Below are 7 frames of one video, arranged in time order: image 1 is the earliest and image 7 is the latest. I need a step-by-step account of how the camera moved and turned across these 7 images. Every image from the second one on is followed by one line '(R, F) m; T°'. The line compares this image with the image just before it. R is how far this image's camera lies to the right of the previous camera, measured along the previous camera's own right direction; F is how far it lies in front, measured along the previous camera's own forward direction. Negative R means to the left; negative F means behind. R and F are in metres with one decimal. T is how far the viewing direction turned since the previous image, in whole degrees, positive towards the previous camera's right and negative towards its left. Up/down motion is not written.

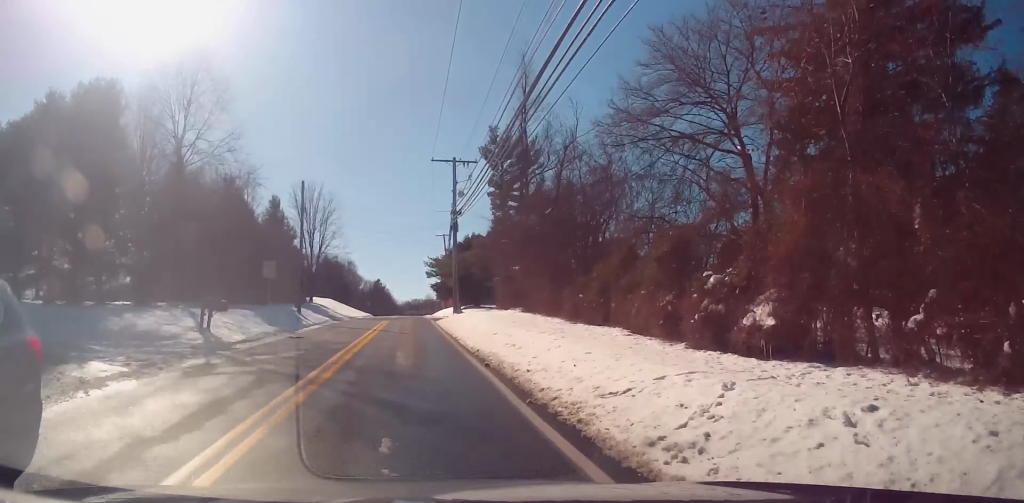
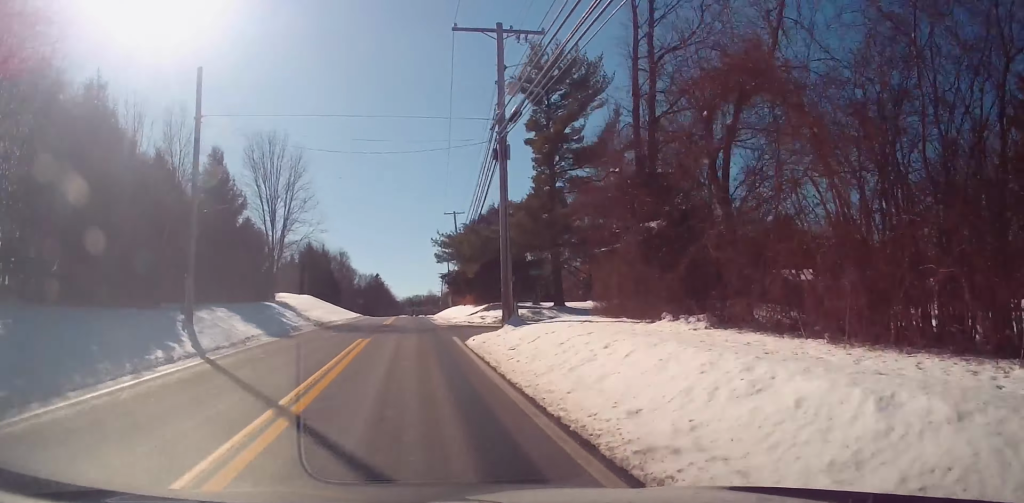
(+0.2, +23.2) m; -1°
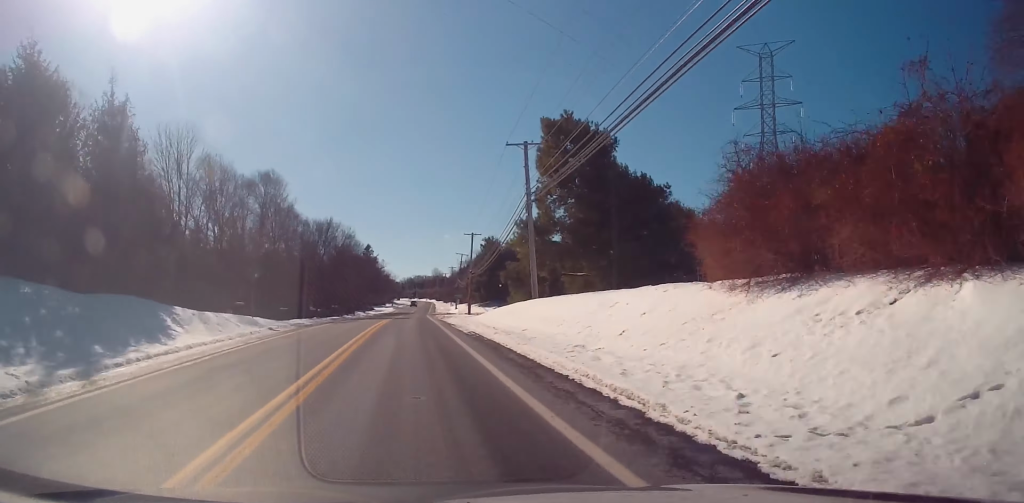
(-1.1, +83.0) m; 0°
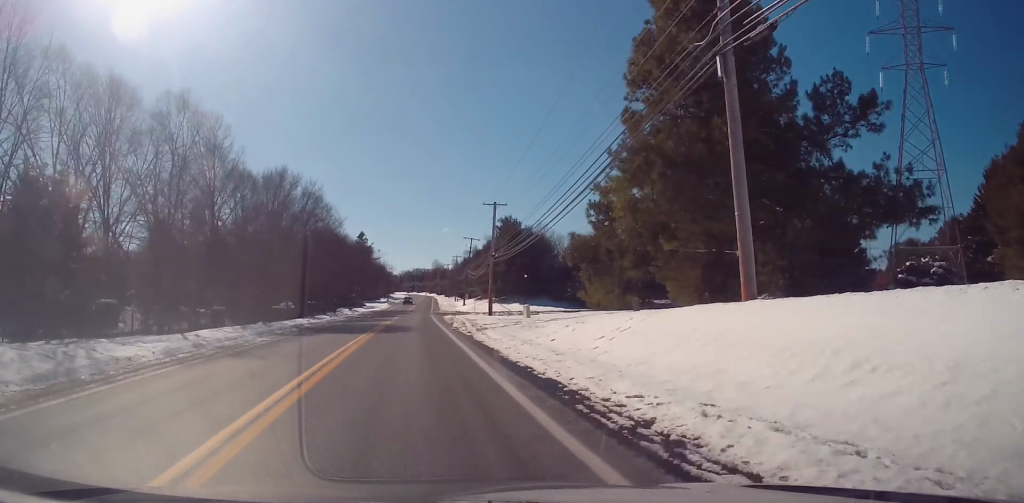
(+0.1, +24.4) m; 0°
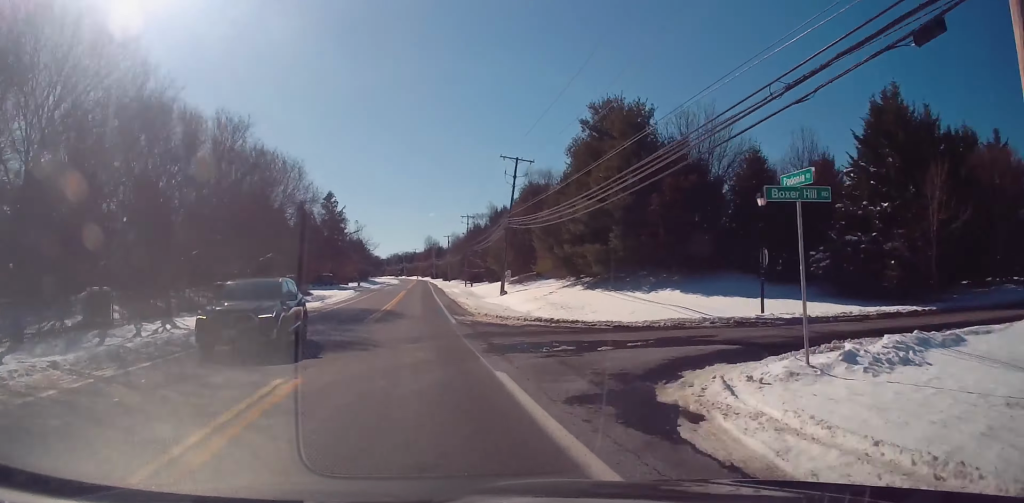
(+0.2, +56.8) m; 0°
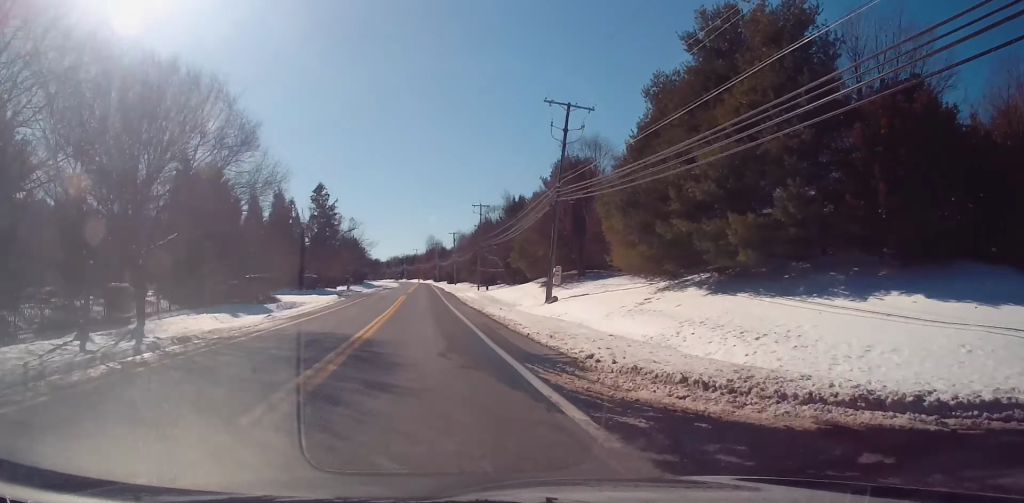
(-0.1, +17.7) m; 0°
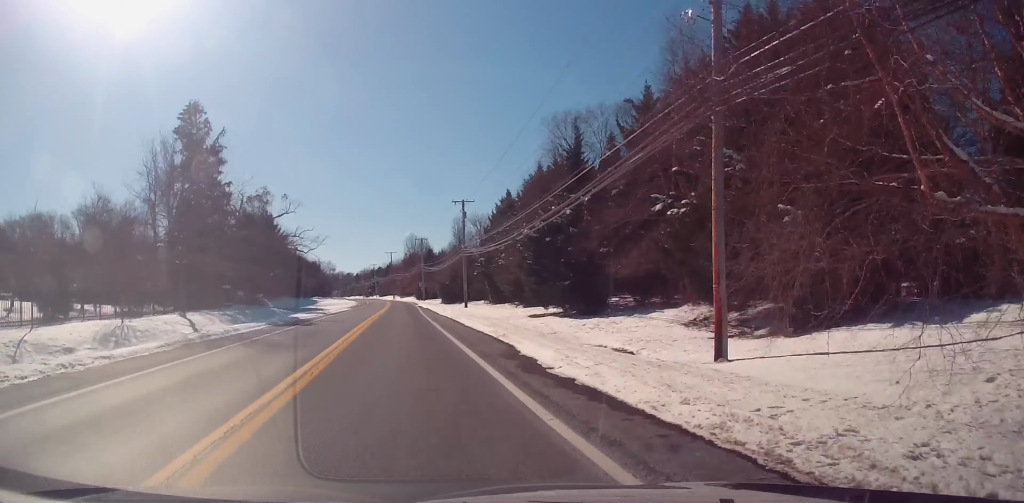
(-0.4, +70.3) m; +1°
